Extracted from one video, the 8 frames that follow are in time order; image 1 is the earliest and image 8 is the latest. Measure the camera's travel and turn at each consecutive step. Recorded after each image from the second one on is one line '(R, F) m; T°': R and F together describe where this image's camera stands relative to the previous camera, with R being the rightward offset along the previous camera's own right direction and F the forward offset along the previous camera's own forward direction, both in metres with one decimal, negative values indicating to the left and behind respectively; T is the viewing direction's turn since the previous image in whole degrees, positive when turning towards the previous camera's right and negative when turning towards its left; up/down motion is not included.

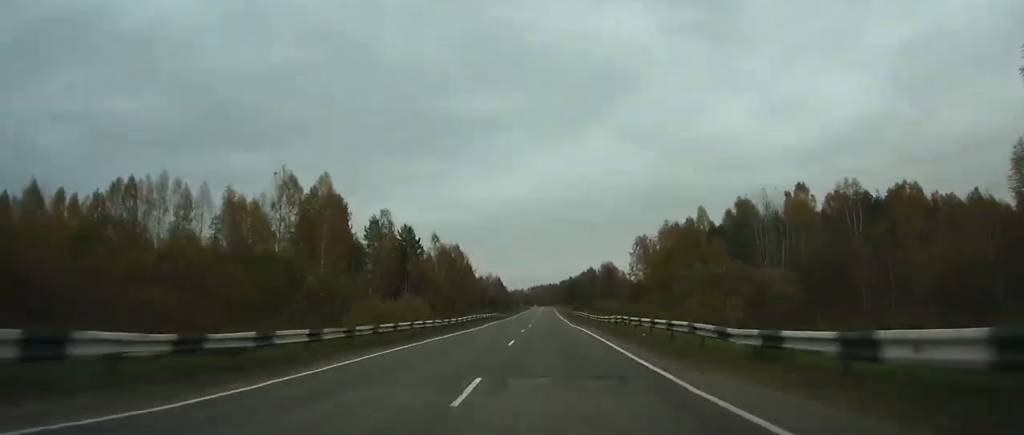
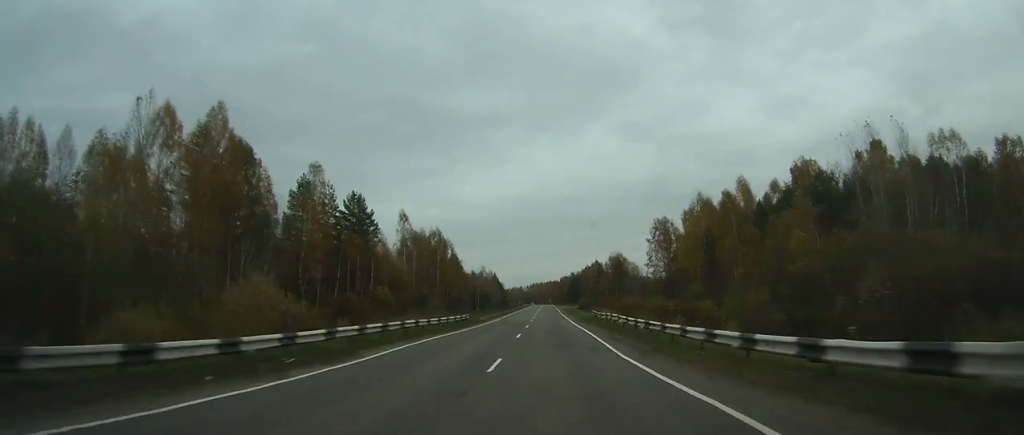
(0.0, +32.3) m; 0°
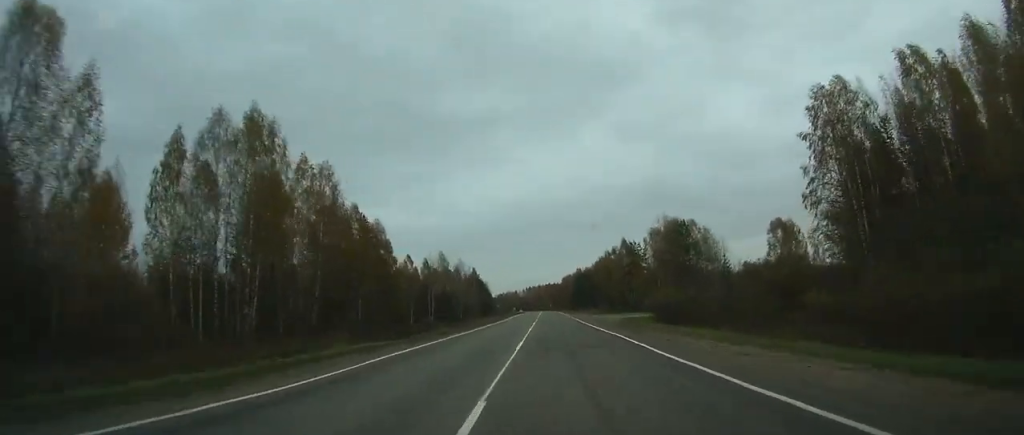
(-0.1, +93.7) m; 0°
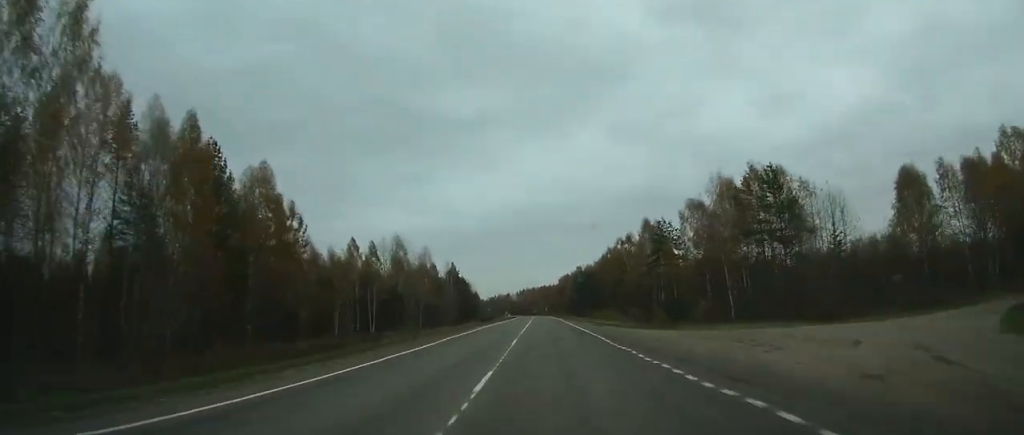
(+0.1, +42.9) m; 0°
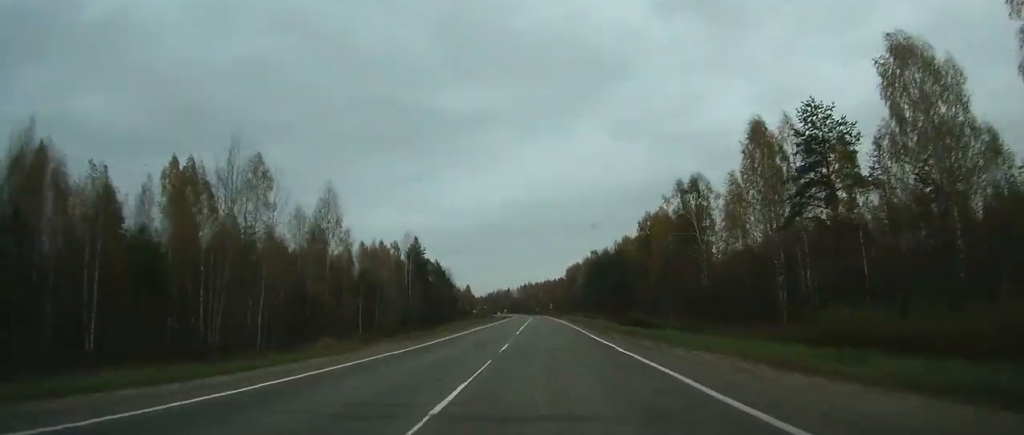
(+0.2, +60.7) m; 0°
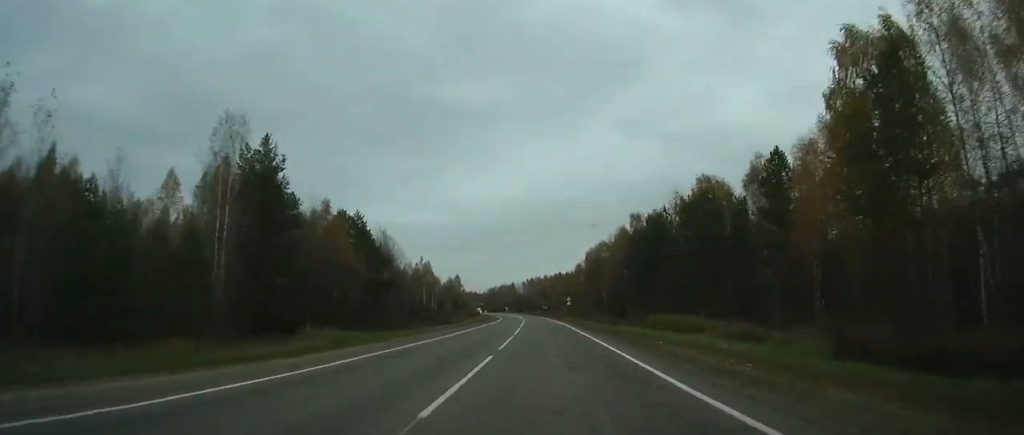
(-0.1, +79.4) m; -1°
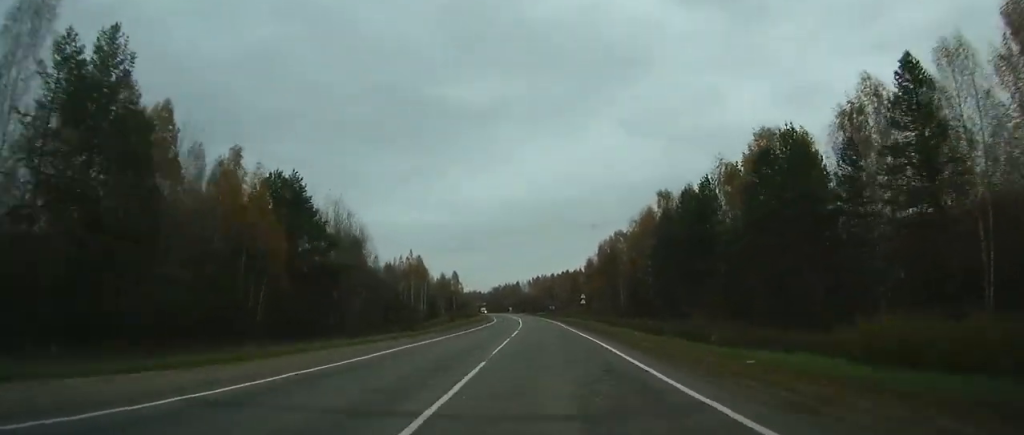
(-0.2, +26.6) m; -1°
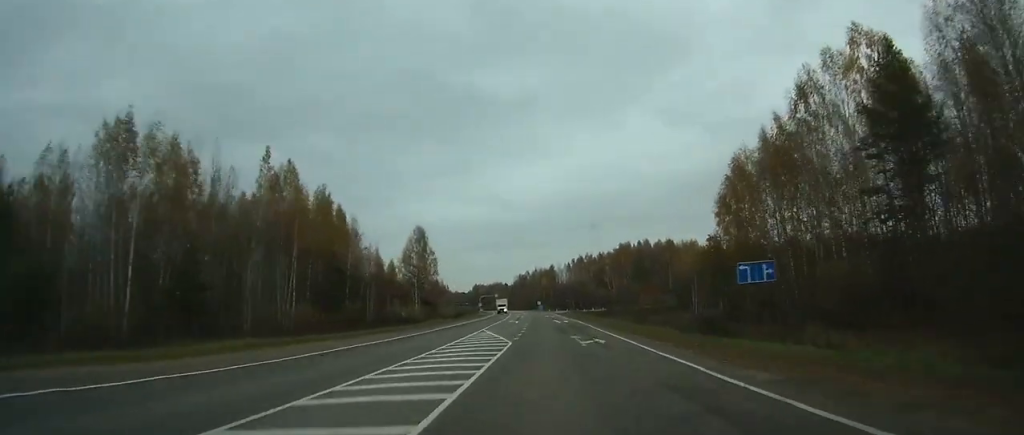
(-4.4, +128.0) m; -3°
